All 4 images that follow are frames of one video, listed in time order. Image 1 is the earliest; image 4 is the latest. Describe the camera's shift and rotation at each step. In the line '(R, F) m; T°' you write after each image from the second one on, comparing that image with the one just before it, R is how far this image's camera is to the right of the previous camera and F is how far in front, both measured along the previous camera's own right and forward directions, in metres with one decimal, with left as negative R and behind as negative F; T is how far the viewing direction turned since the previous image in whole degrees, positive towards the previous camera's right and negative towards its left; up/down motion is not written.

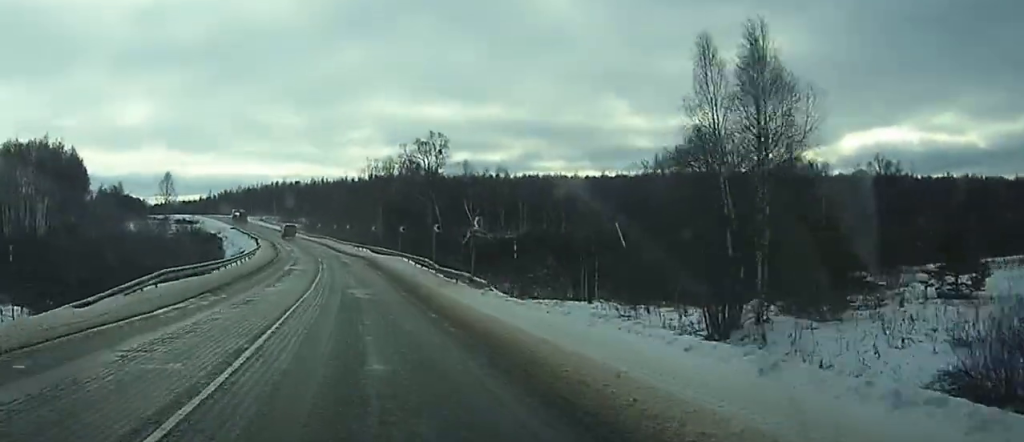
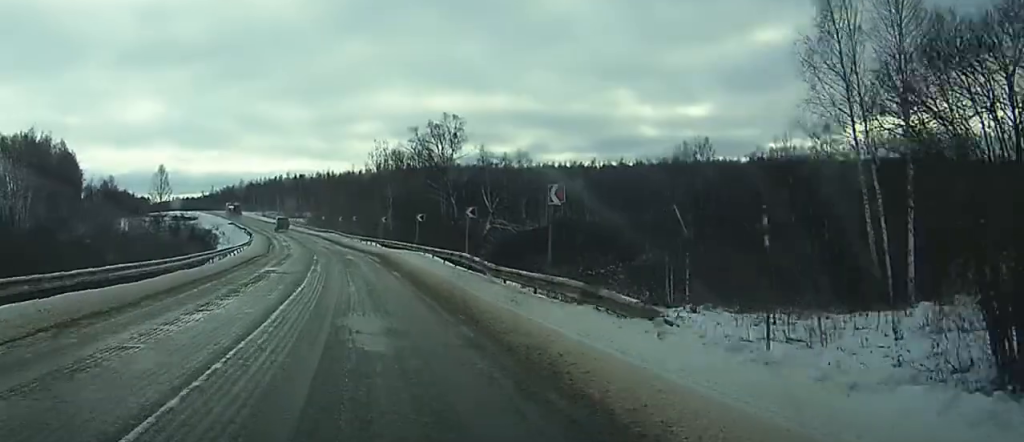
(-0.1, +15.2) m; -1°
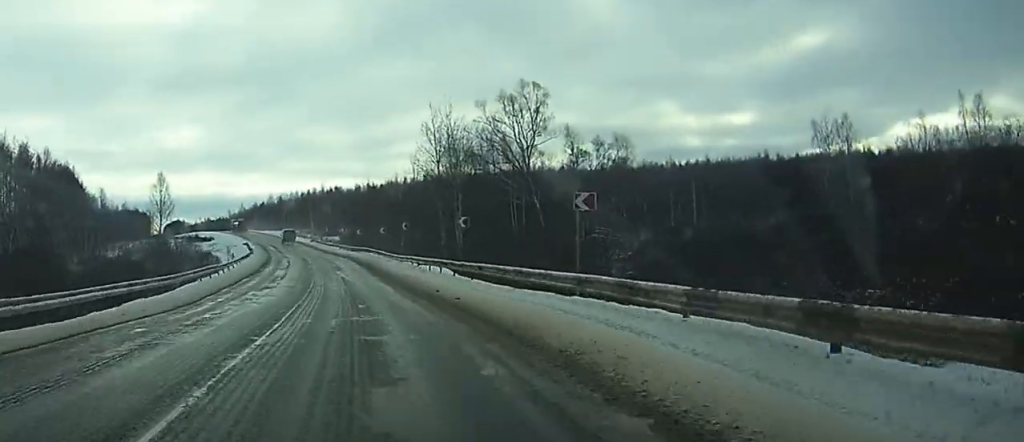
(-0.5, +40.5) m; -2°
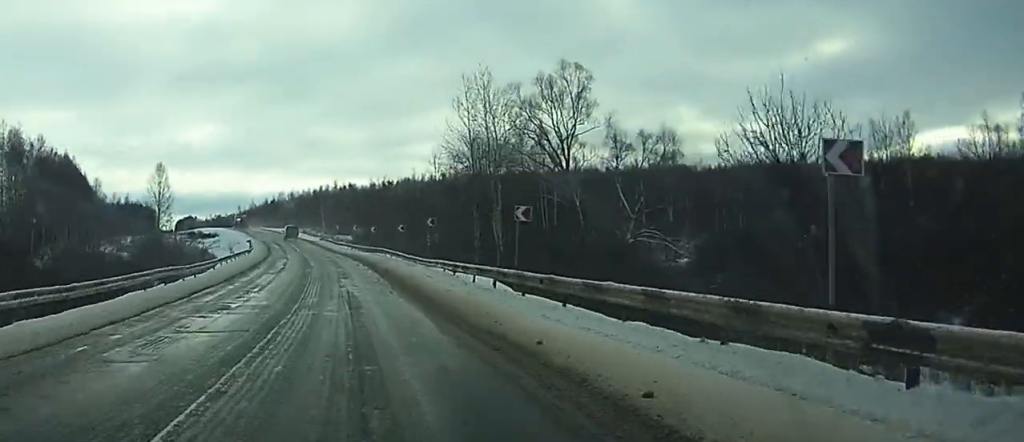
(-0.2, +13.1) m; -1°
